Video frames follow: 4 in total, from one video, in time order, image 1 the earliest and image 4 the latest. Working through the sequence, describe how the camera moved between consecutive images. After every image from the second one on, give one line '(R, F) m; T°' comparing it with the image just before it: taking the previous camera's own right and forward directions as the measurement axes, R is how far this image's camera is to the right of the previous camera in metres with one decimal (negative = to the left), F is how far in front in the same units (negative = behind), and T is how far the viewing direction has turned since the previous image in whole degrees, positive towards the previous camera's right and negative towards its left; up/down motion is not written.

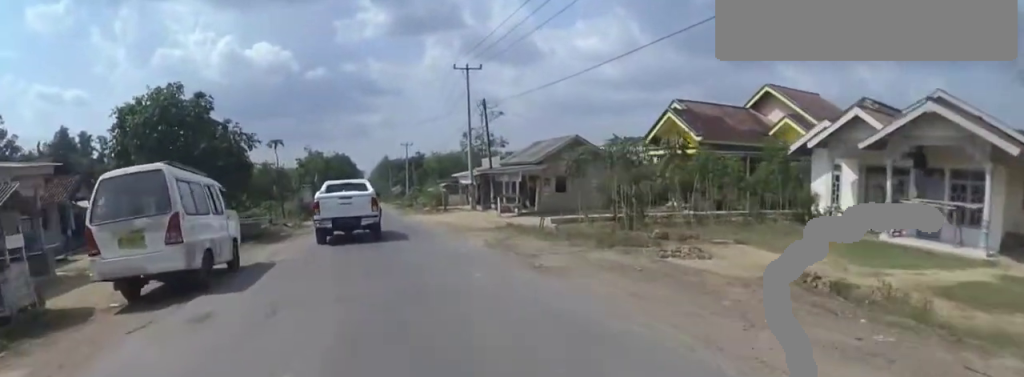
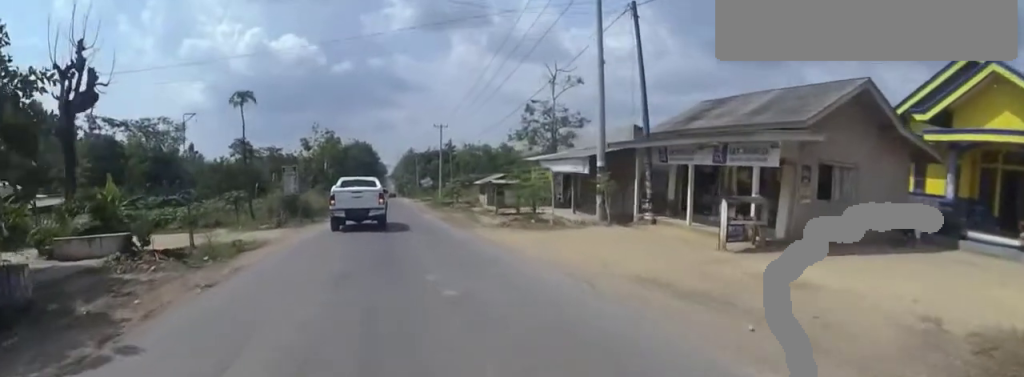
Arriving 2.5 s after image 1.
(0.0, +16.9) m; 0°
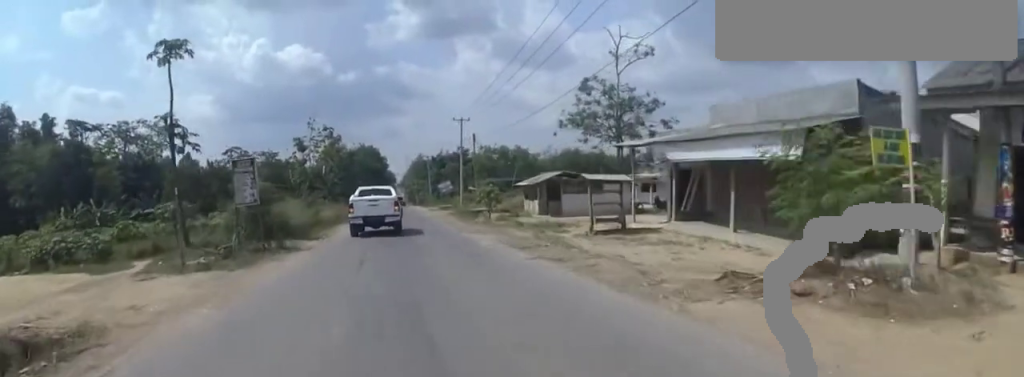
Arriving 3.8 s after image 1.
(0.0, +10.9) m; 0°
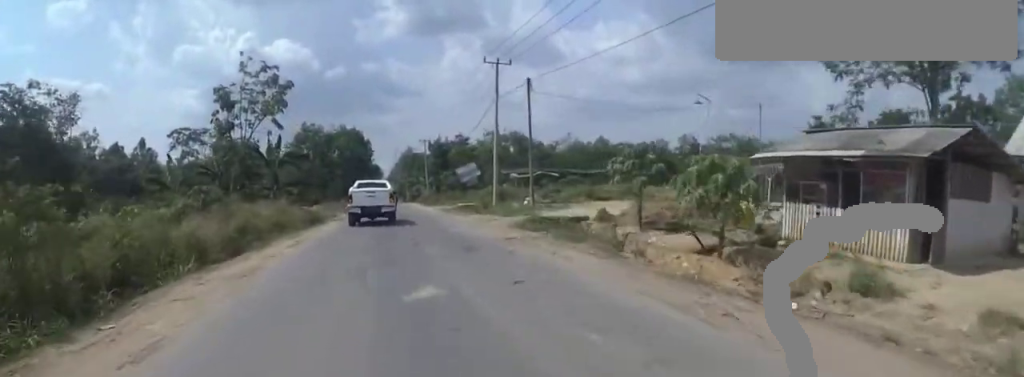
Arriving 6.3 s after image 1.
(0.0, +22.5) m; 0°
